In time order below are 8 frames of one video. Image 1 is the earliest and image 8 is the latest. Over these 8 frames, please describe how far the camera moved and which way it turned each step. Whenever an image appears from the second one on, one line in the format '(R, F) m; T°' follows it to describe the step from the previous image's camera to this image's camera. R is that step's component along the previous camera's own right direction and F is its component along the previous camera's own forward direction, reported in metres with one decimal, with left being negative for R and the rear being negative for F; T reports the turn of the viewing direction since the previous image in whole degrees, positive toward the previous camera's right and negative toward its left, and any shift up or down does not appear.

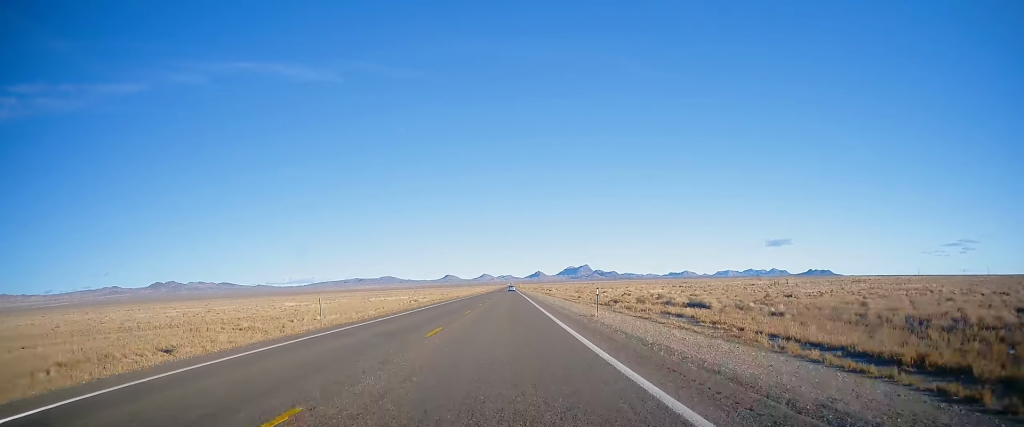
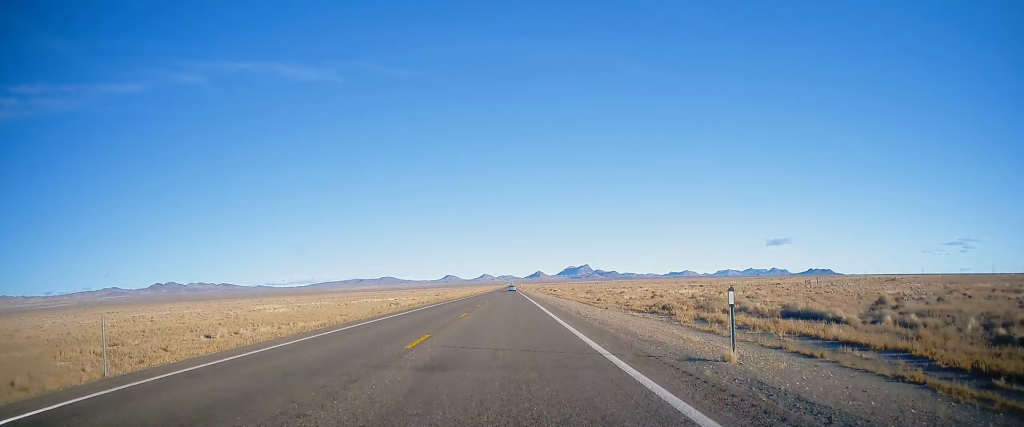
(+0.2, +14.9) m; 0°
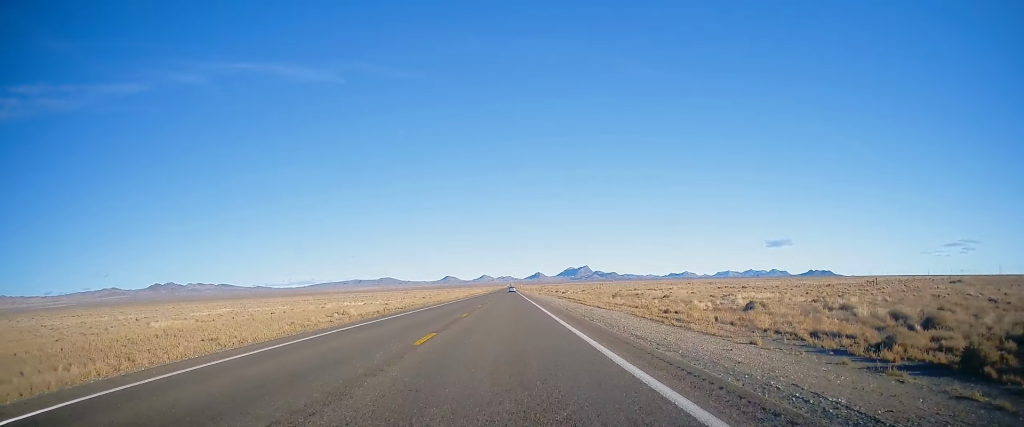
(0.0, +23.5) m; 0°
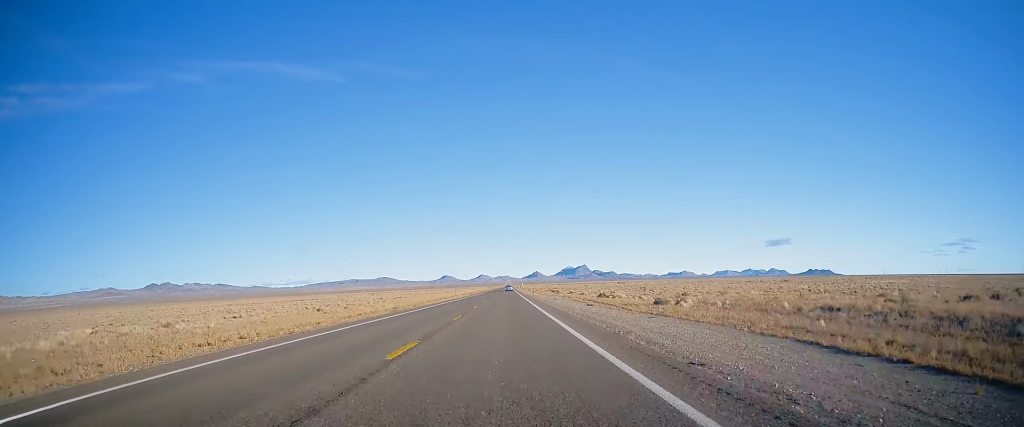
(+0.2, +75.1) m; 0°
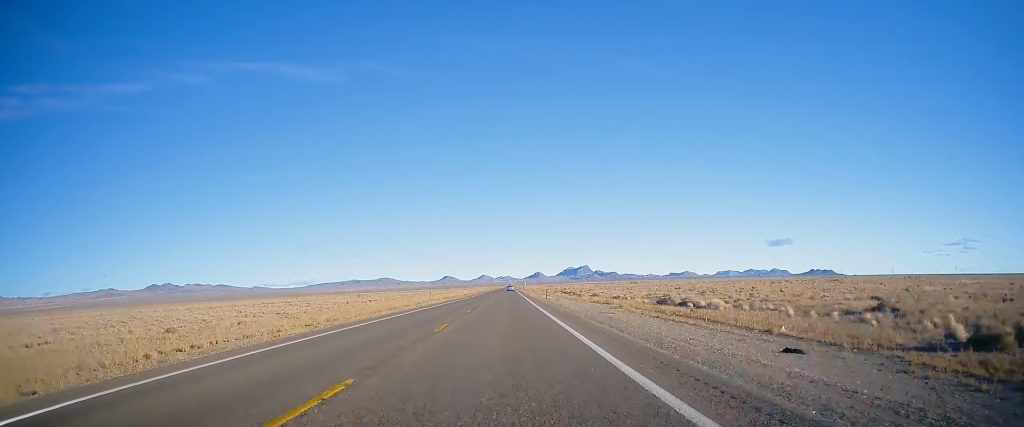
(-0.1, +30.1) m; 0°
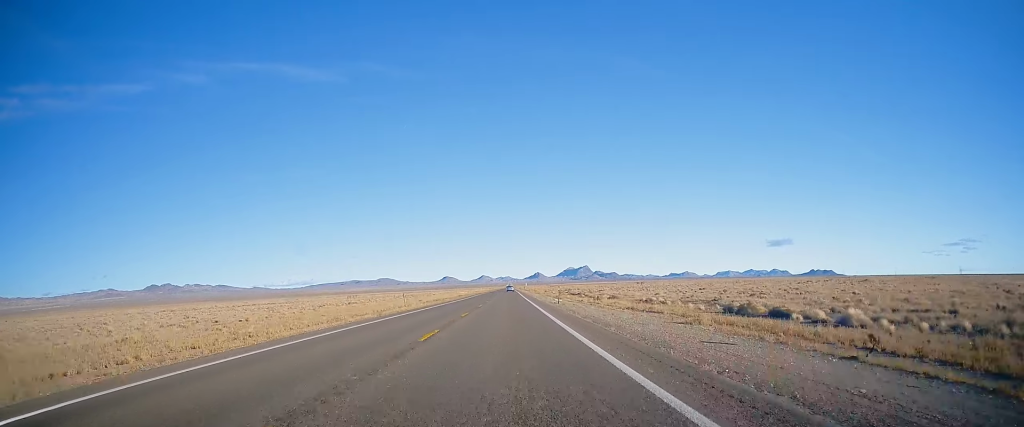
(0.0, +15.1) m; 0°
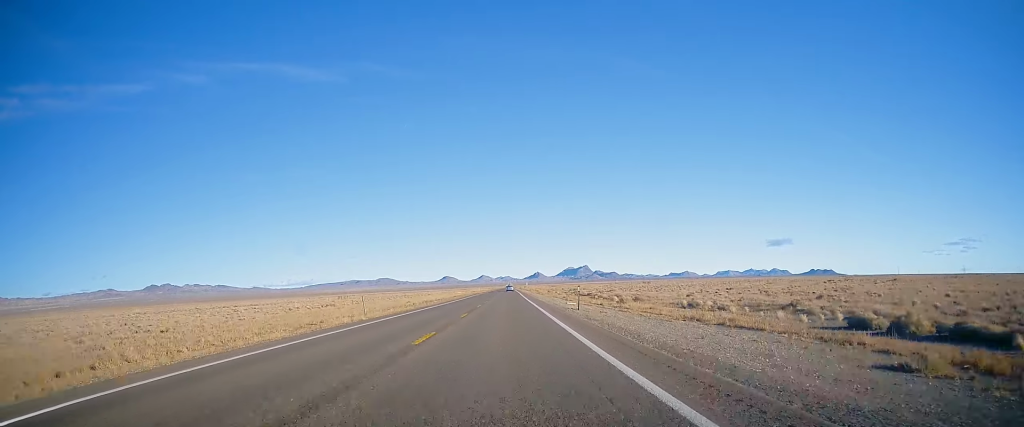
(0.0, +12.9) m; 0°
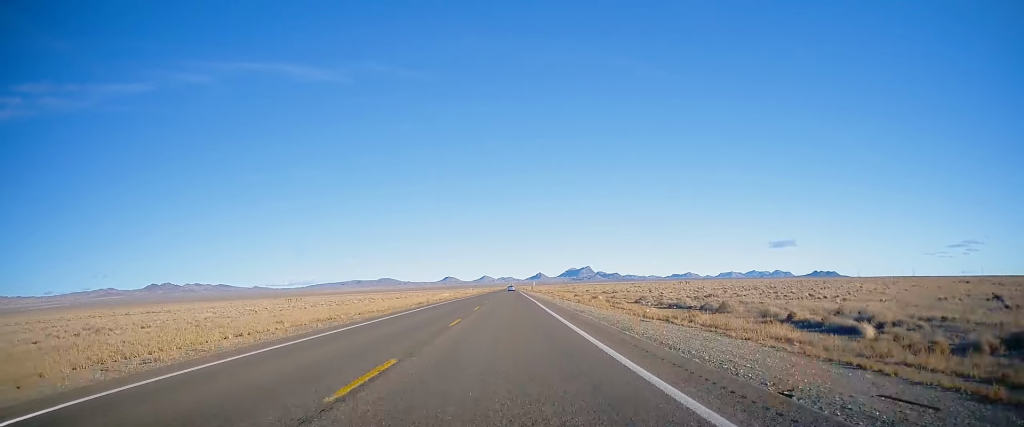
(-0.4, +54.9) m; -1°
